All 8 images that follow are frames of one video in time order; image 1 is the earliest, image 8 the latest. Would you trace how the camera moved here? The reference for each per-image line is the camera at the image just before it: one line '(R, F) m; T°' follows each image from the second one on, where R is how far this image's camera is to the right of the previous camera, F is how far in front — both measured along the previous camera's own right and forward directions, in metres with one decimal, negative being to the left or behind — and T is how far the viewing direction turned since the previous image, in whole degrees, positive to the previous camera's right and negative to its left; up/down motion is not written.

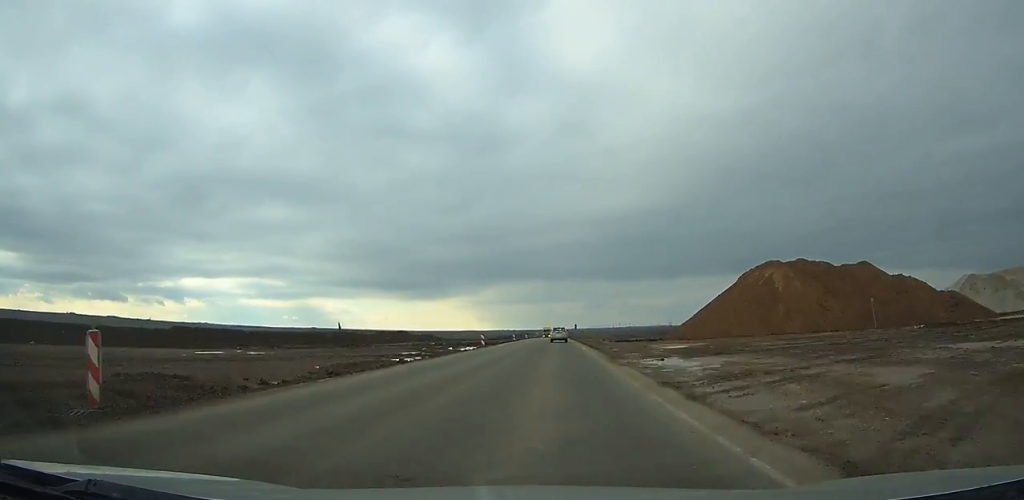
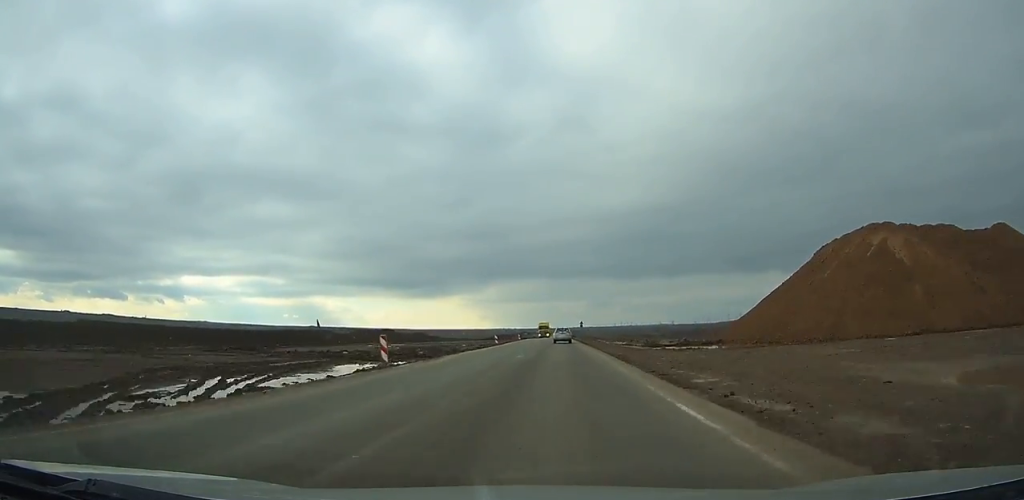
(+0.1, +30.1) m; 0°
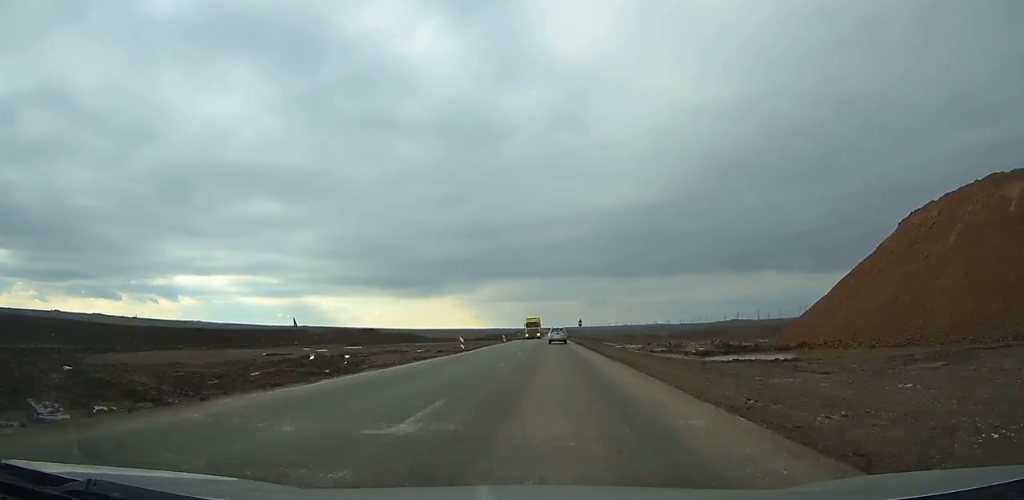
(0.0, +20.5) m; 0°
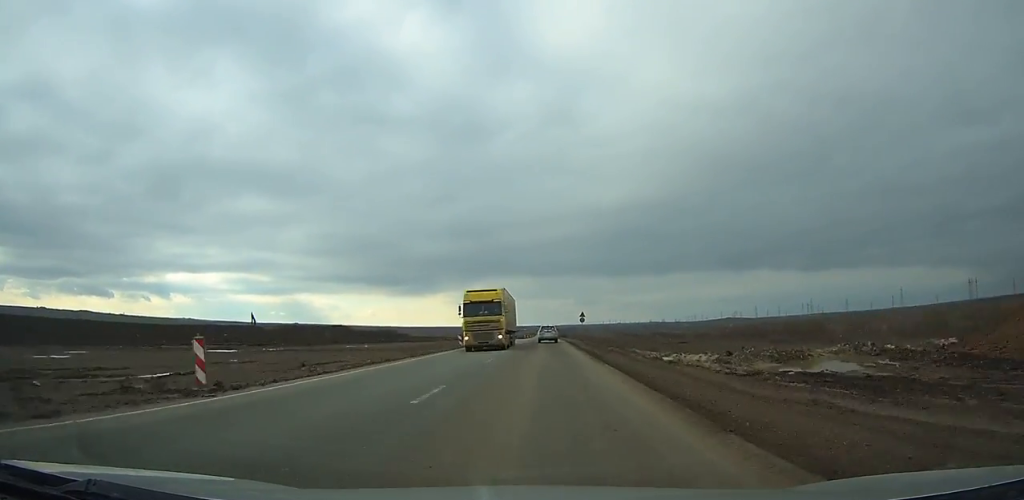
(+0.2, +32.6) m; 0°
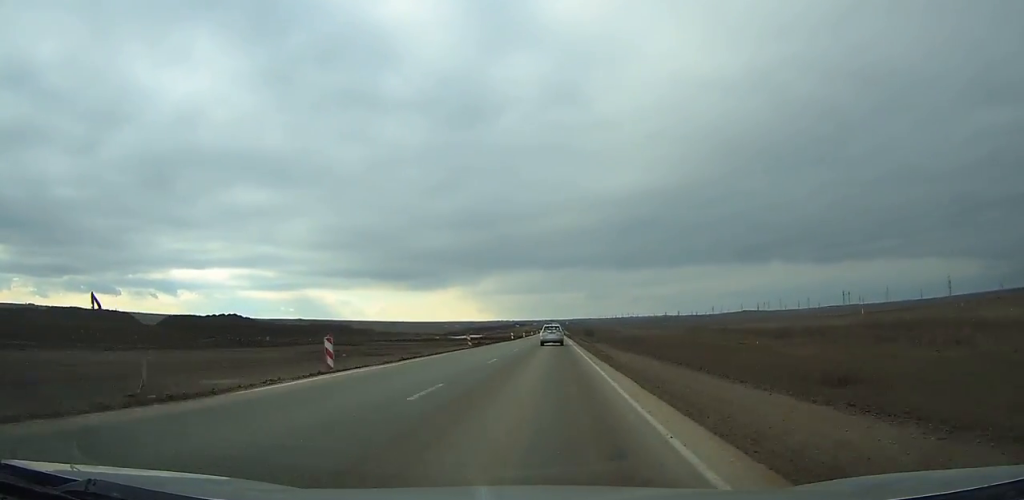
(-1.2, +94.7) m; -1°
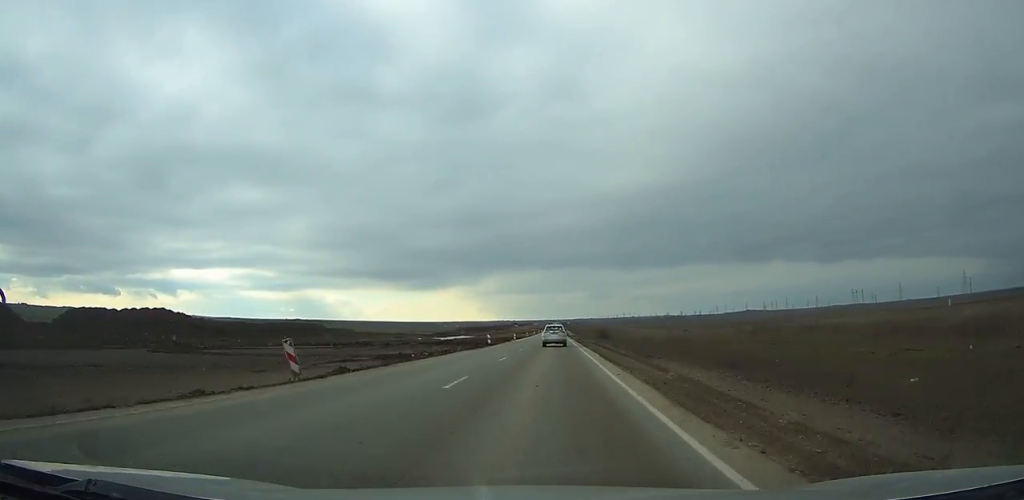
(+0.1, +33.0) m; 0°
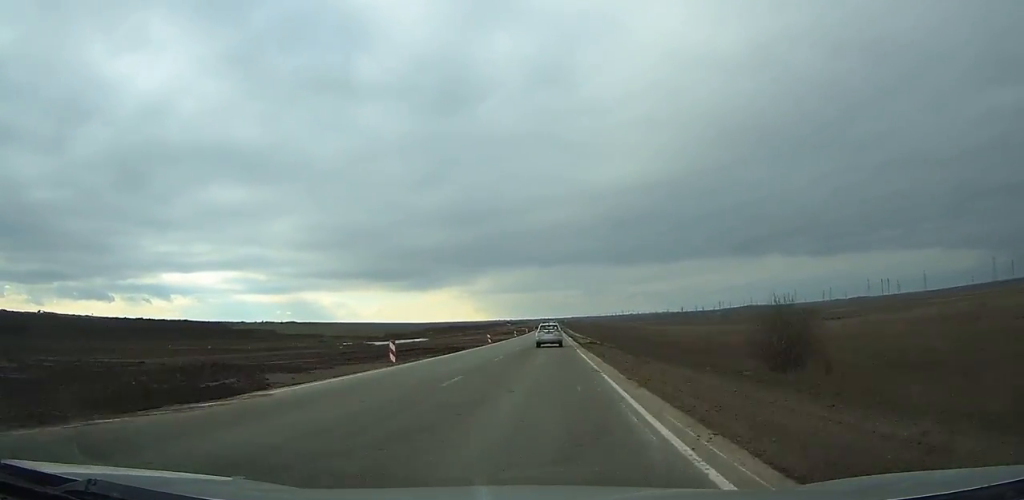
(+0.1, +69.6) m; 0°
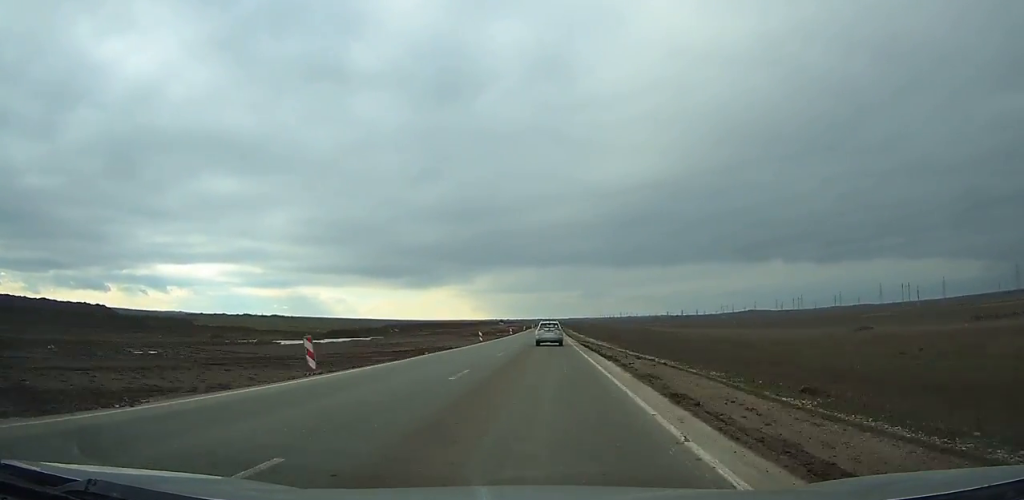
(-0.2, +46.6) m; -1°
